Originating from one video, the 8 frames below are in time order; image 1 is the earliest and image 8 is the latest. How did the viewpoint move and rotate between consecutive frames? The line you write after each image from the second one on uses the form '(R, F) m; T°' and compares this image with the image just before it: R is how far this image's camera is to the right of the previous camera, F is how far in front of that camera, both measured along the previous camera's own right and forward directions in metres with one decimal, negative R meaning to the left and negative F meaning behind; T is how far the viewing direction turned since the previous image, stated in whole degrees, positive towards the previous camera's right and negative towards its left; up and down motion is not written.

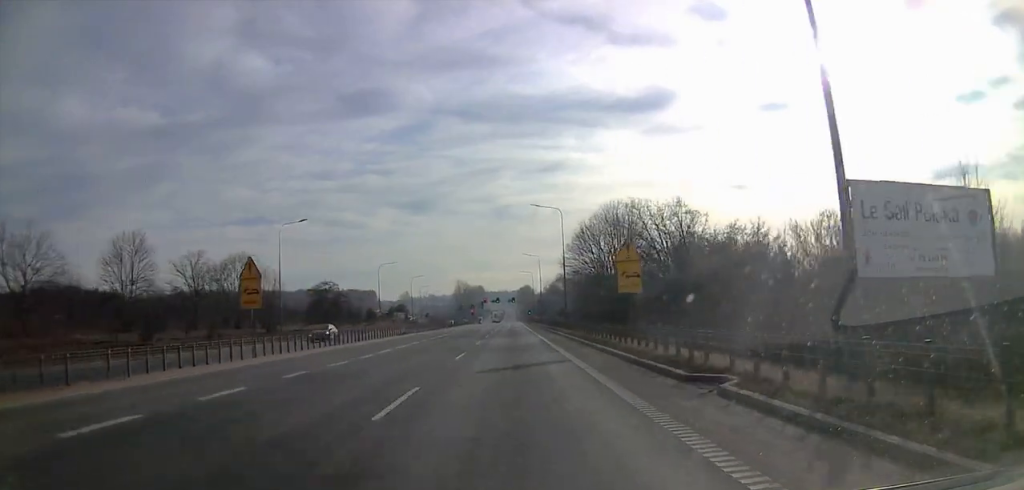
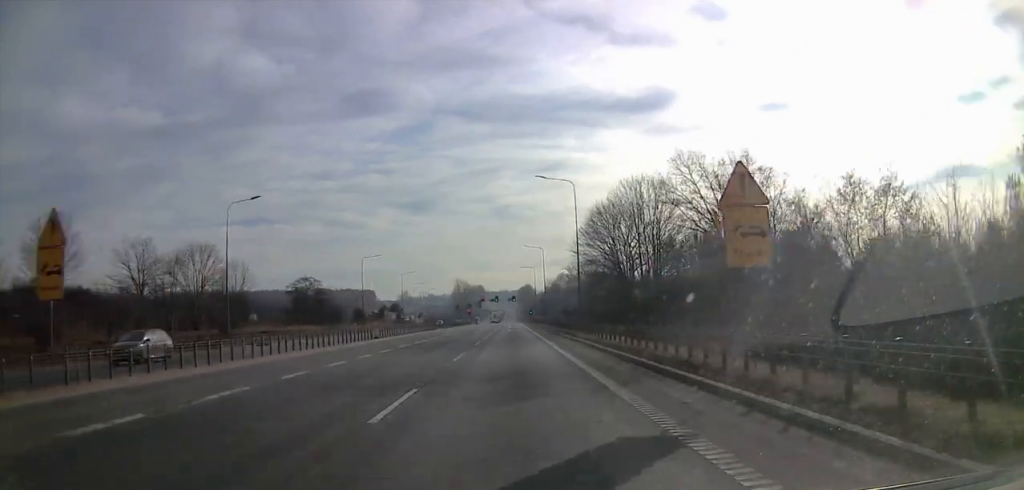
(+0.2, +12.6) m; 0°
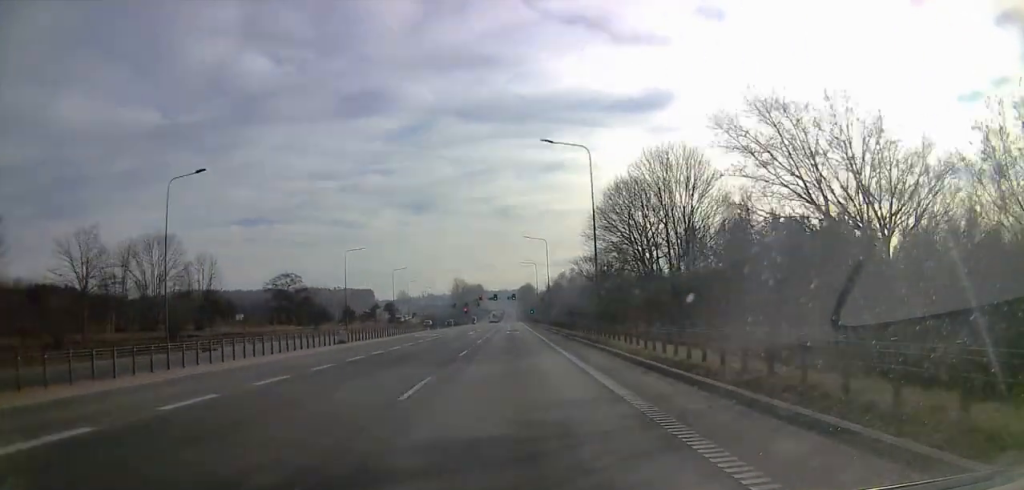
(0.0, +10.2) m; 0°
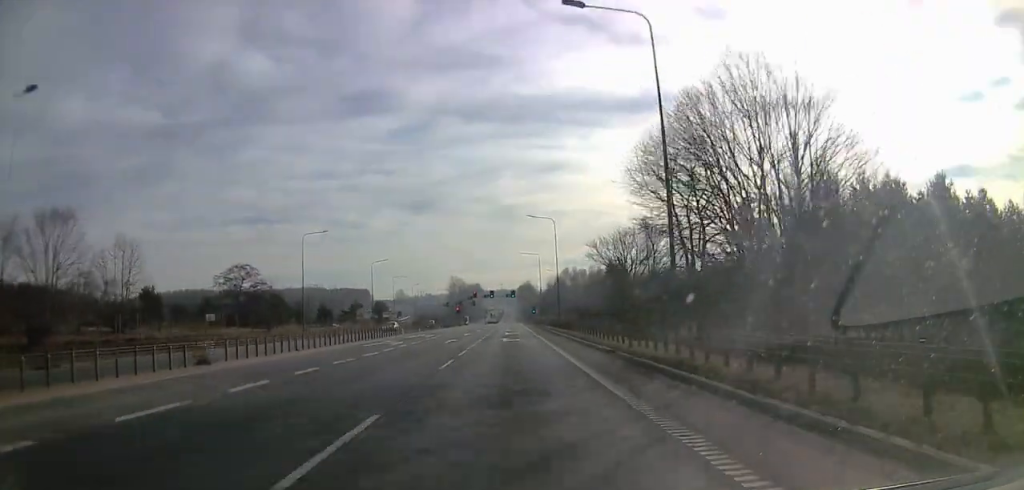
(-0.2, +17.4) m; -2°
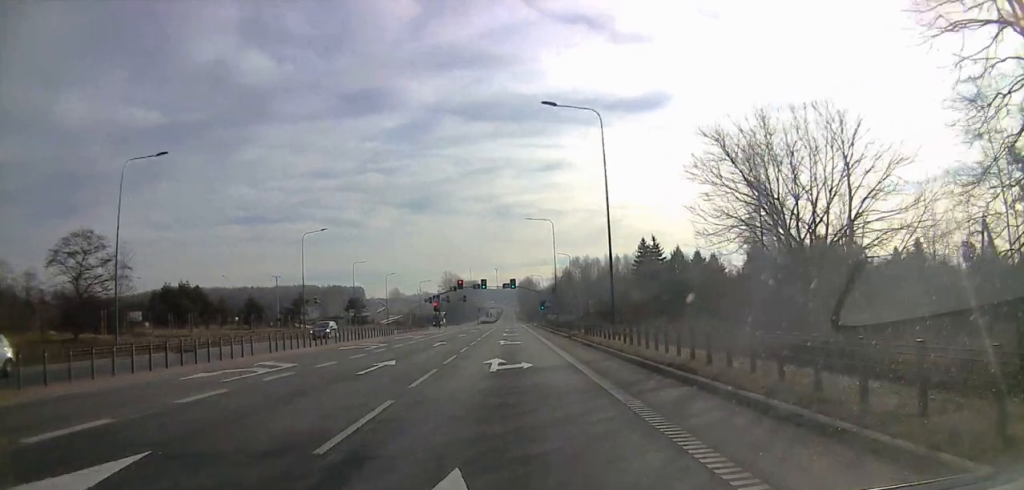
(-0.8, +34.4) m; -1°
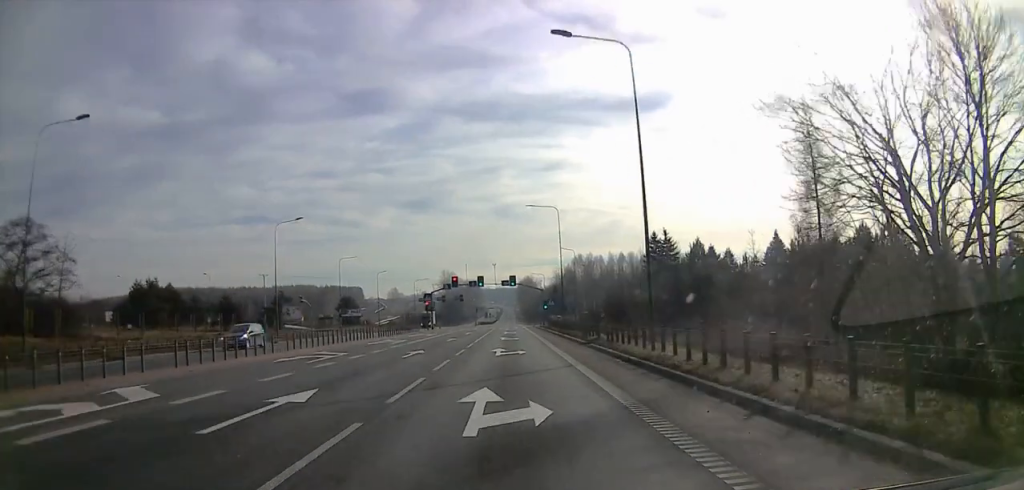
(0.0, +7.3) m; 0°
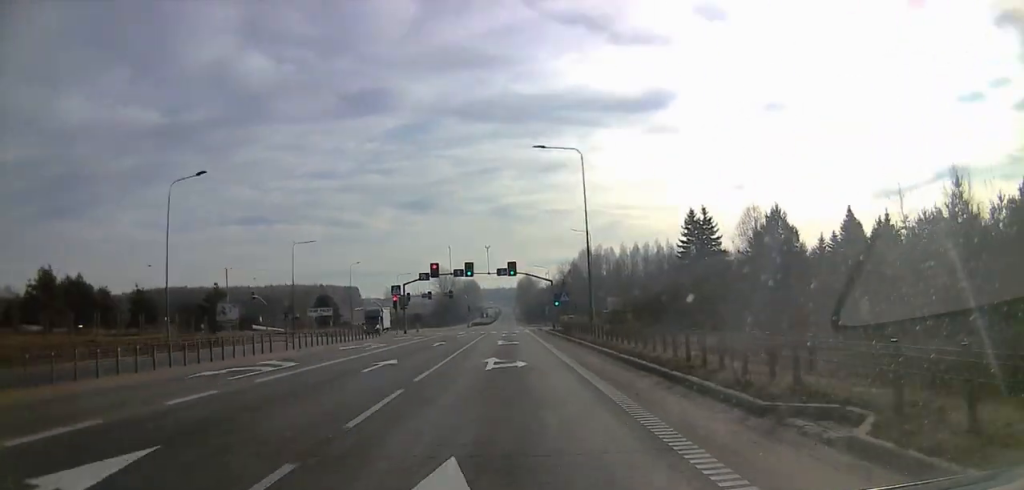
(+0.2, +17.4) m; 0°
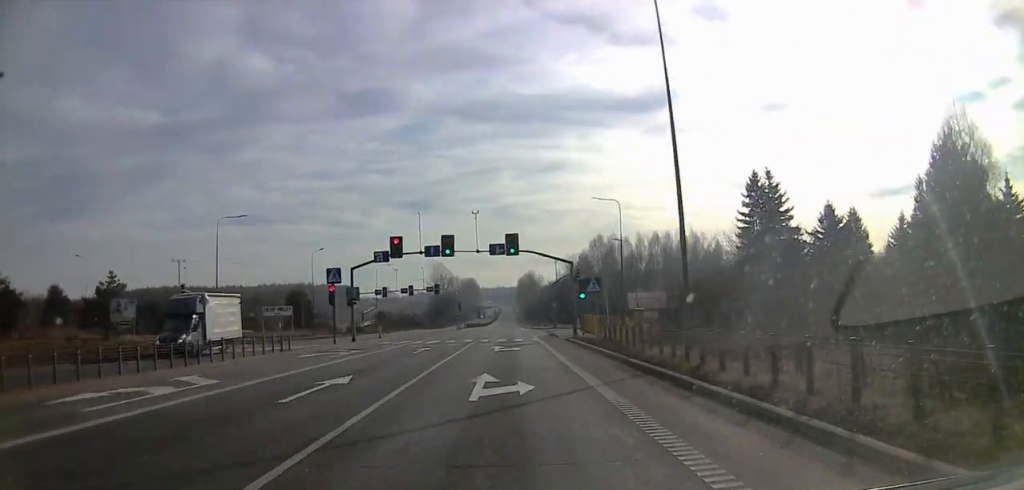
(-0.1, +17.6) m; -1°
